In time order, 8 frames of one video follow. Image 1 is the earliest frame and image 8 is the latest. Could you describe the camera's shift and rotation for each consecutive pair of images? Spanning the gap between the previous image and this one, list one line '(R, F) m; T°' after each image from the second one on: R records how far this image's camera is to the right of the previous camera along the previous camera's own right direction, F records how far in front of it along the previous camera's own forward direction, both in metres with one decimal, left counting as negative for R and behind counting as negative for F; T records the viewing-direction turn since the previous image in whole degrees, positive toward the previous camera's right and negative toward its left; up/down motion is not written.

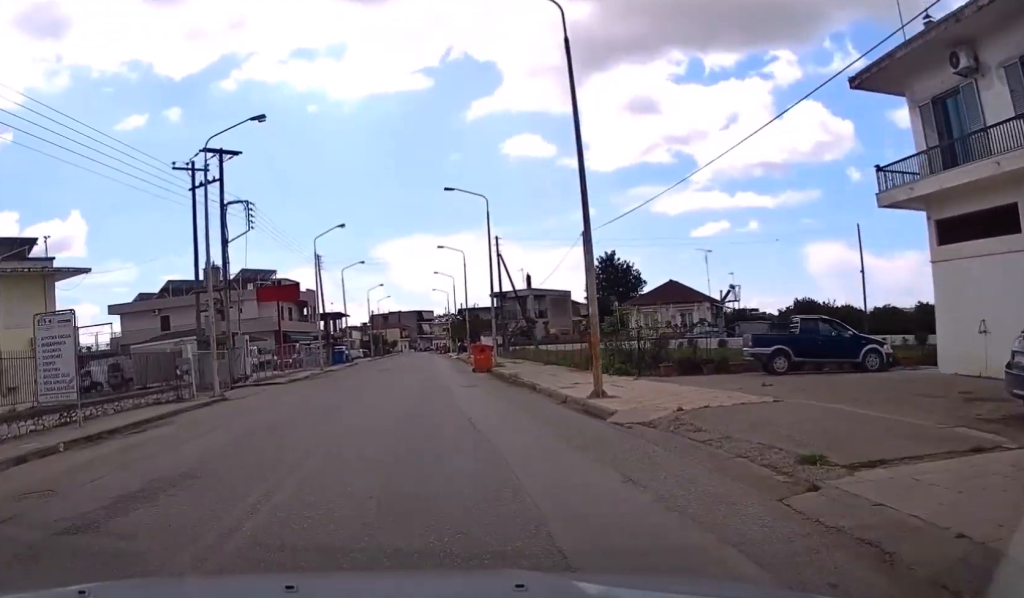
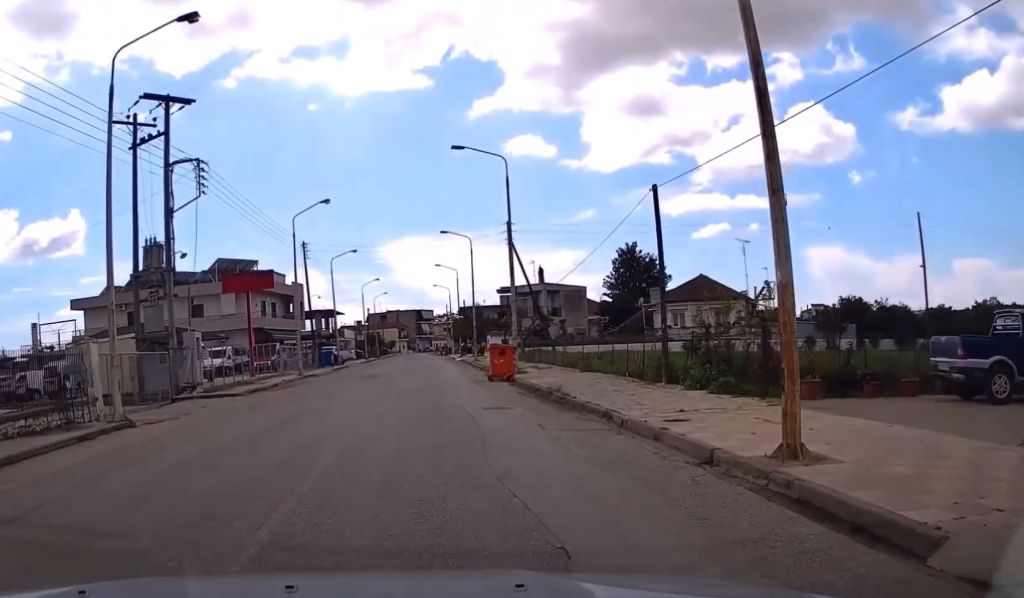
(-0.1, +8.8) m; 0°
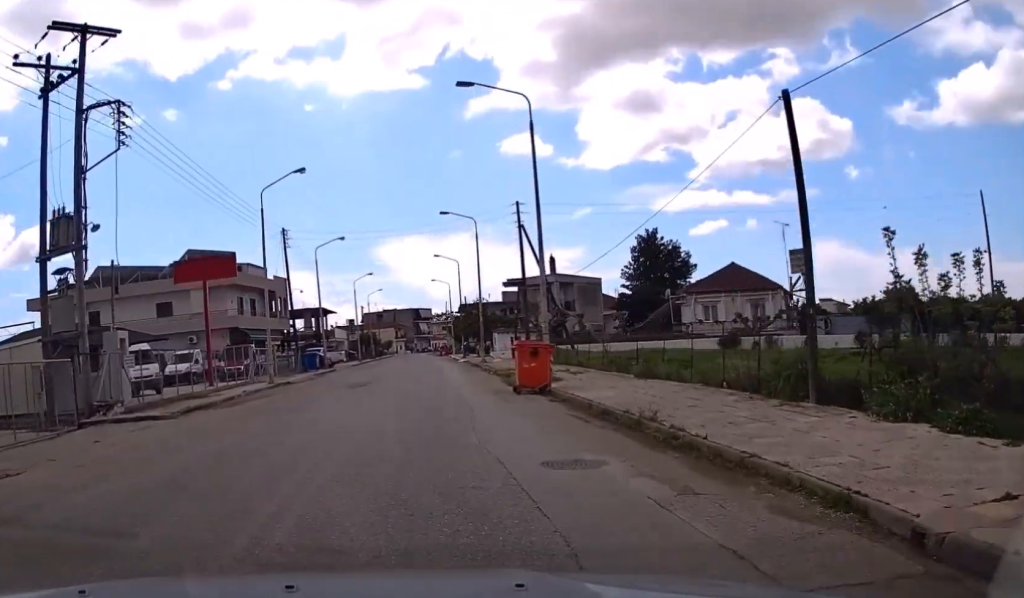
(0.0, +8.0) m; -1°
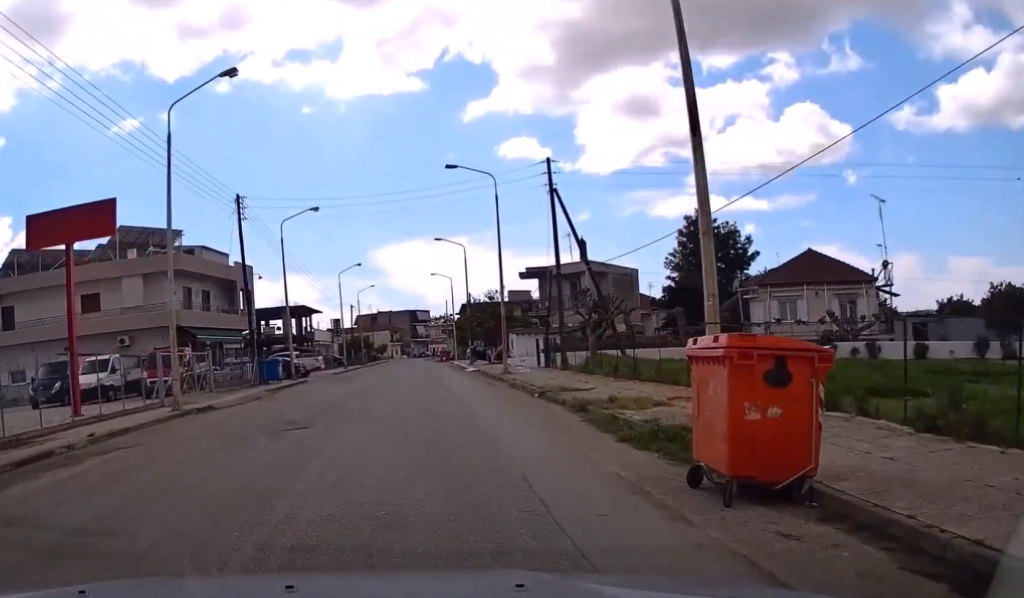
(-0.1, +13.5) m; 0°
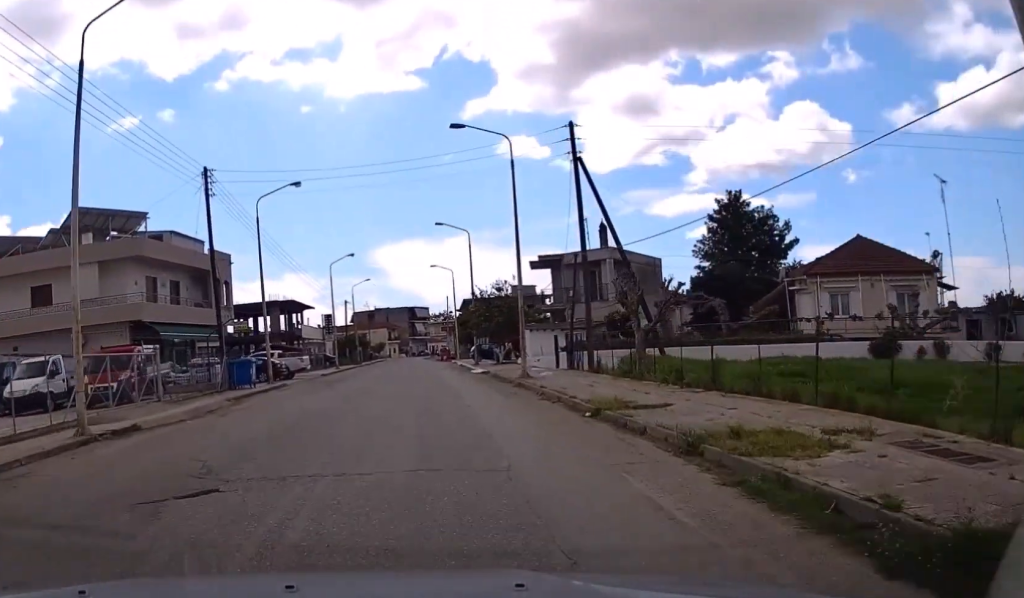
(-0.2, +6.3) m; 0°
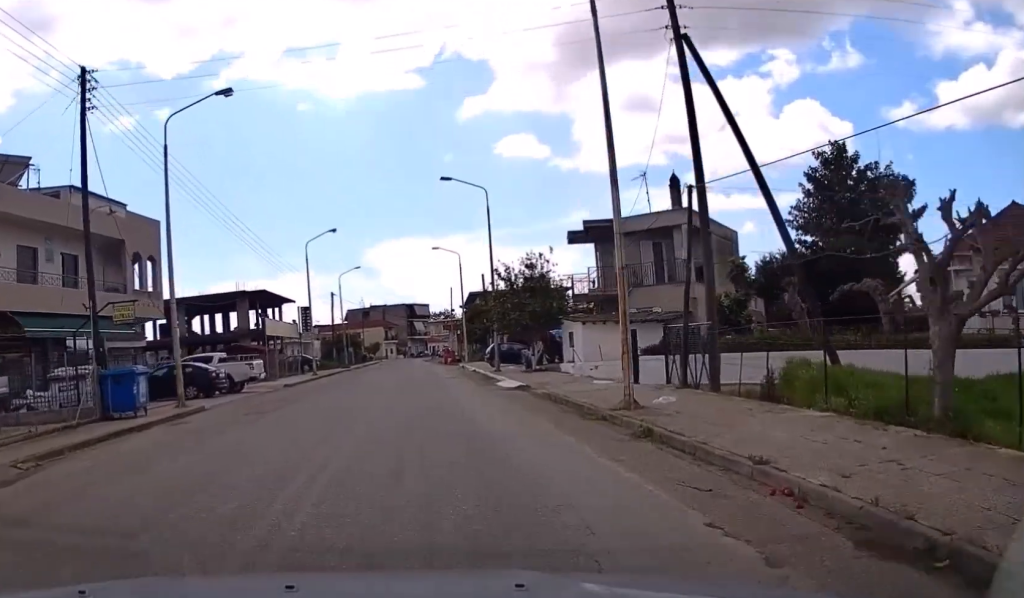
(+0.5, +13.9) m; +2°
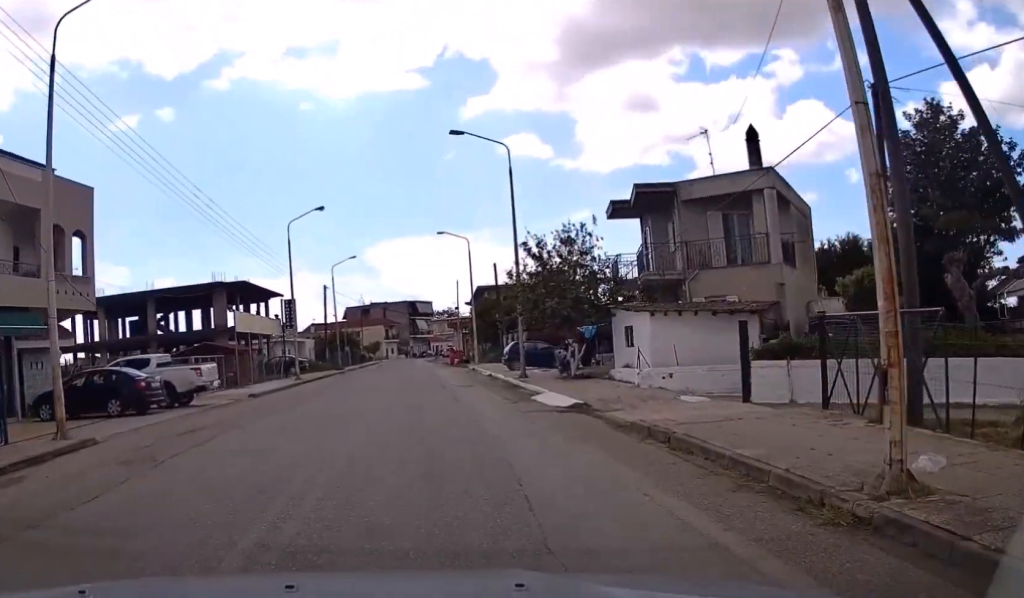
(0.0, +8.4) m; 0°
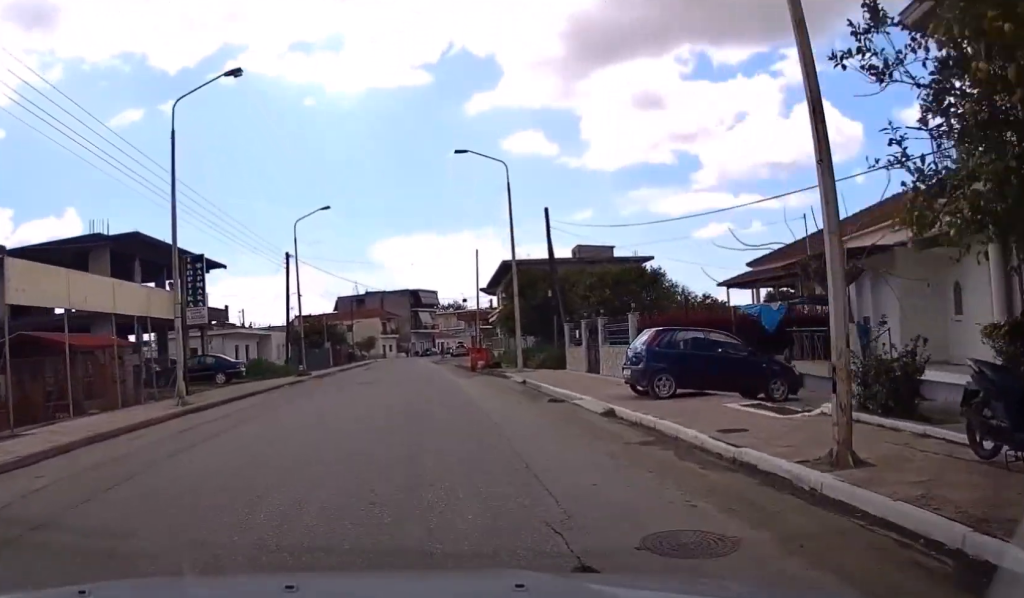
(0.0, +21.9) m; 0°
